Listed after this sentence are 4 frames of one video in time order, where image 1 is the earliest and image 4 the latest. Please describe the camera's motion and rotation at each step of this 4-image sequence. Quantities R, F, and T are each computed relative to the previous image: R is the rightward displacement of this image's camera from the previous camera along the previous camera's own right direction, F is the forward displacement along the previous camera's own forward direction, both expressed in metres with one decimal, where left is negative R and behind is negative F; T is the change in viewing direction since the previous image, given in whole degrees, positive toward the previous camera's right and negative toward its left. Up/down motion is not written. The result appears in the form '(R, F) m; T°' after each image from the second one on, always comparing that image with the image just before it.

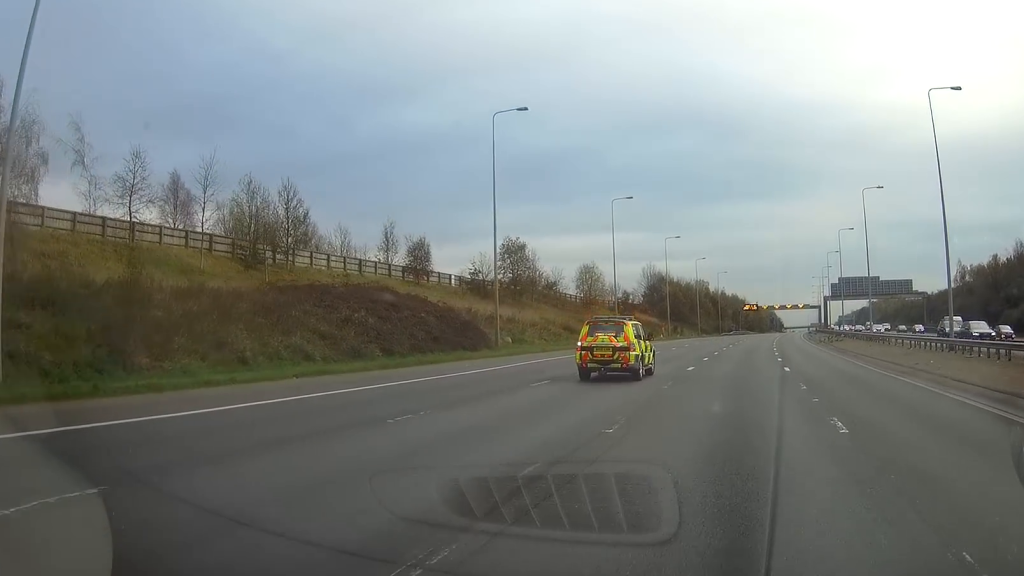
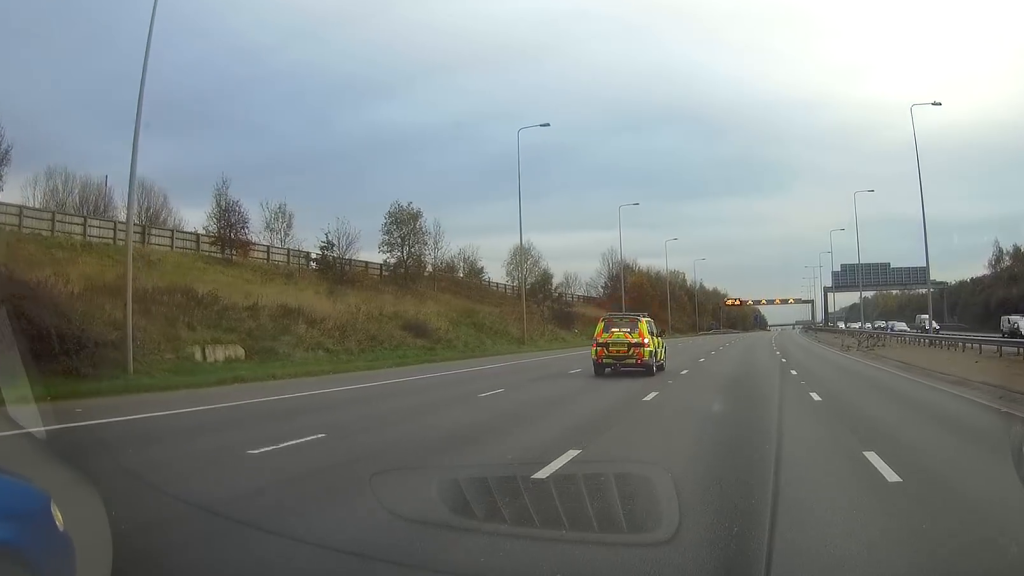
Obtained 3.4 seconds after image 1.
(+0.6, +29.0) m; +2°
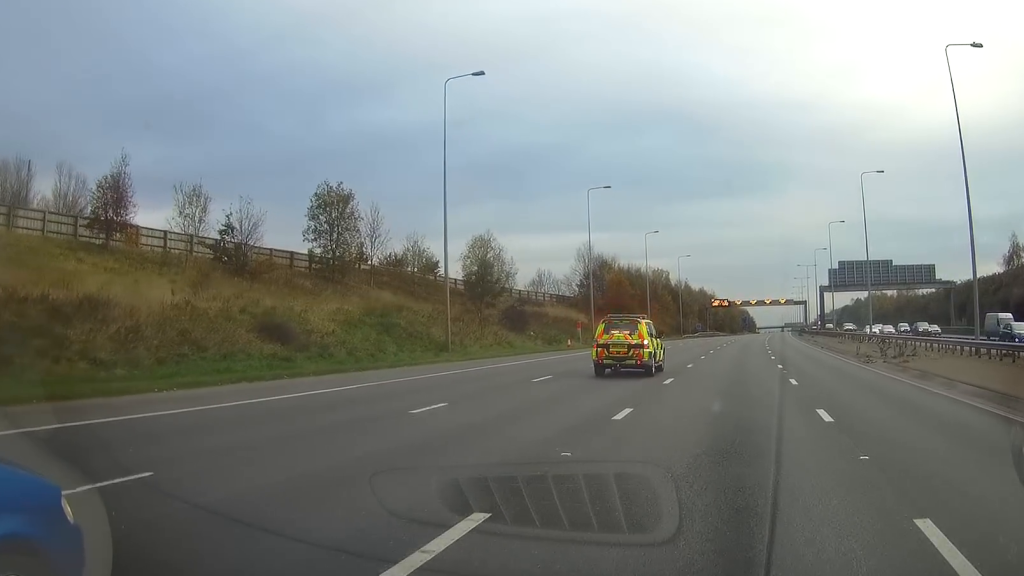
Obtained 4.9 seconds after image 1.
(+0.1, +11.9) m; +1°
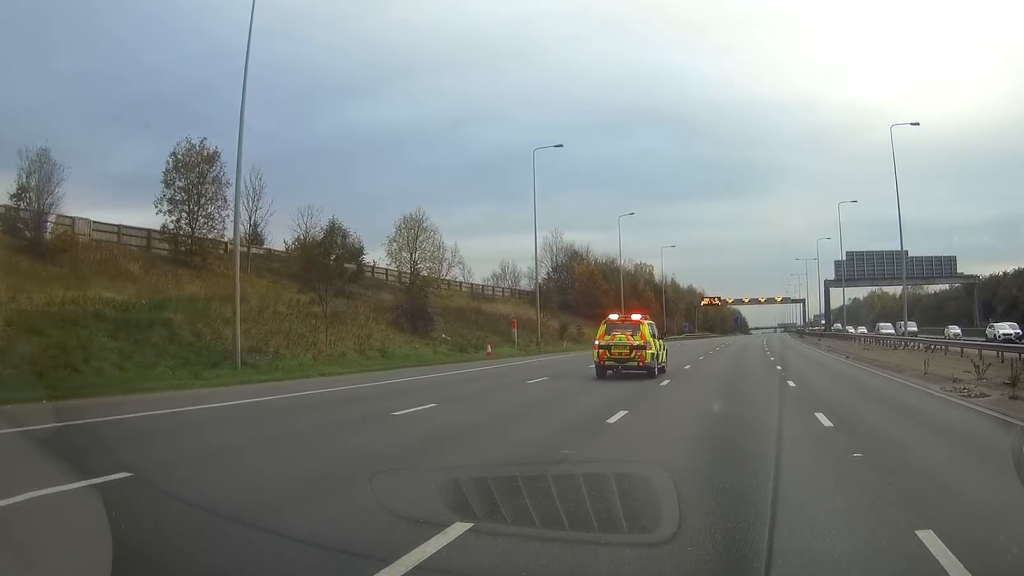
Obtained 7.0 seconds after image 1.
(+0.1, +17.4) m; +1°
